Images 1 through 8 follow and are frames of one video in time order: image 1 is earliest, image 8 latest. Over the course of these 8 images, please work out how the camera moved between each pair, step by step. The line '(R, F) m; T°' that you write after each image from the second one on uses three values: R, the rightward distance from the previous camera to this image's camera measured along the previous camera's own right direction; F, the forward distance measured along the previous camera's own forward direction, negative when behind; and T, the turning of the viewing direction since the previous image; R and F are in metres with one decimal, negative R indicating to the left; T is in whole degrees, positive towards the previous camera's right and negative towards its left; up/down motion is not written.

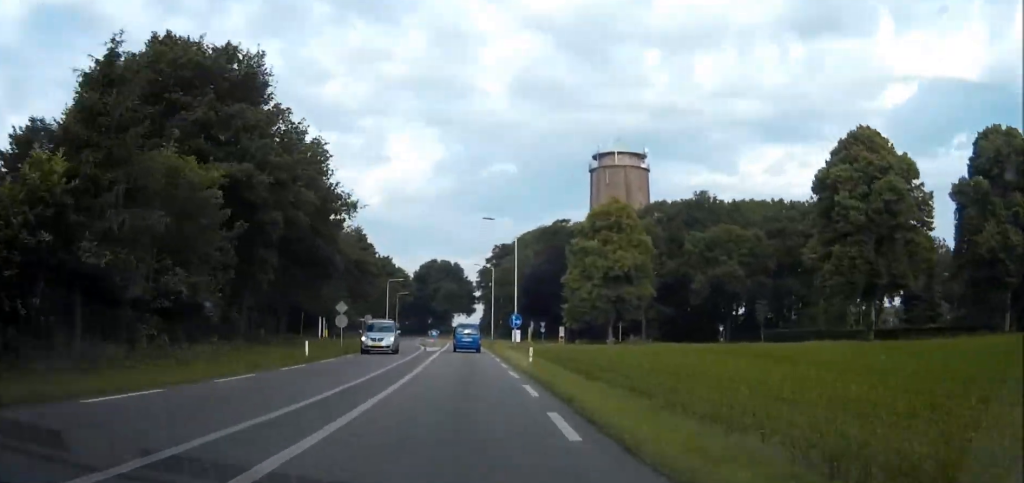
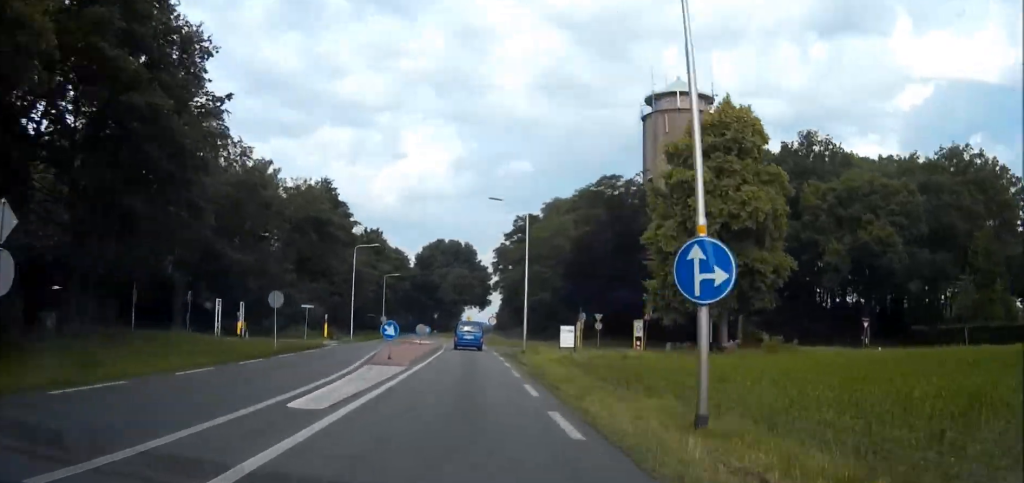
(-0.3, +36.6) m; -1°
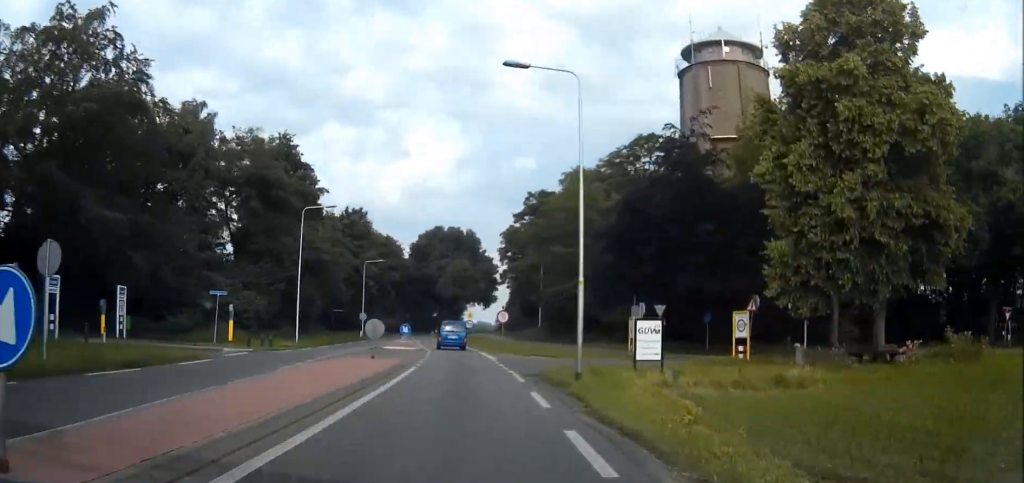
(+0.1, +20.8) m; -1°
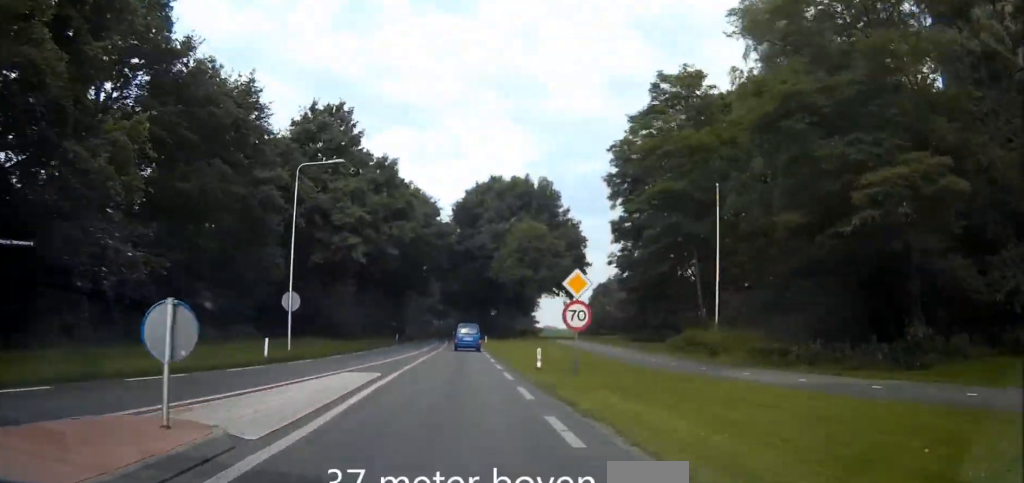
(-1.6, +50.2) m; -3°
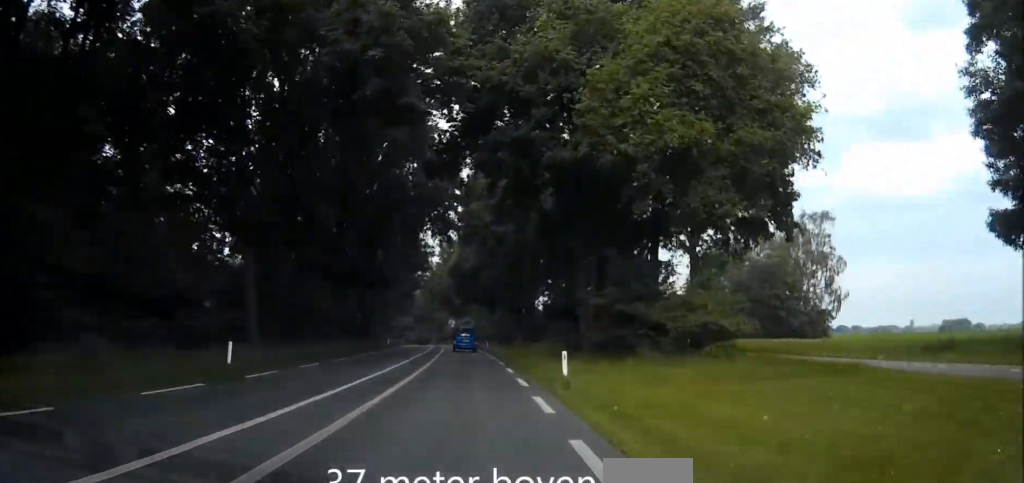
(-1.4, +57.7) m; -3°
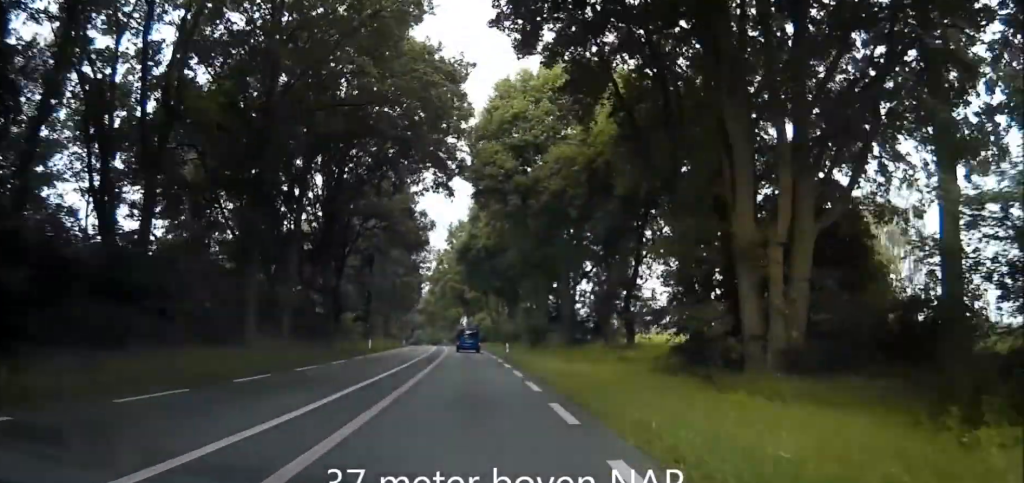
(-0.3, +19.9) m; -1°
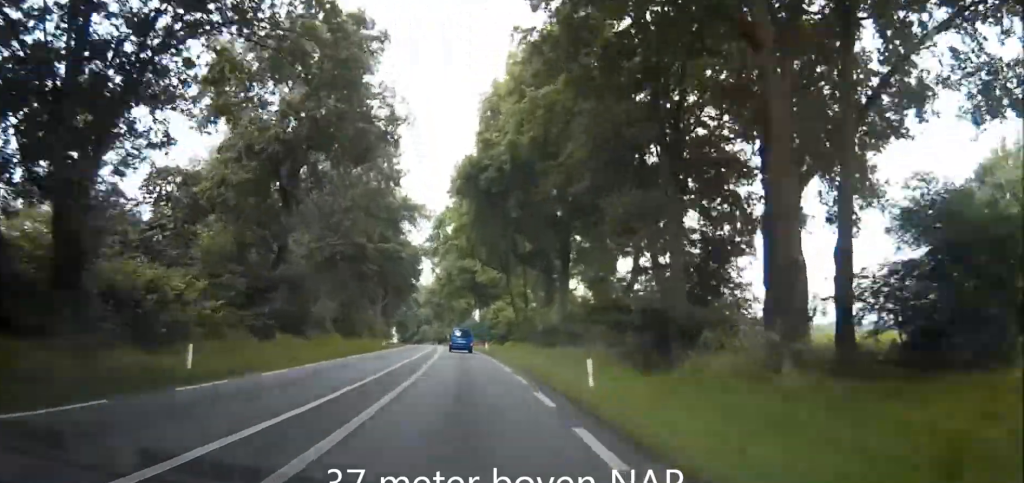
(-0.3, +33.7) m; -1°
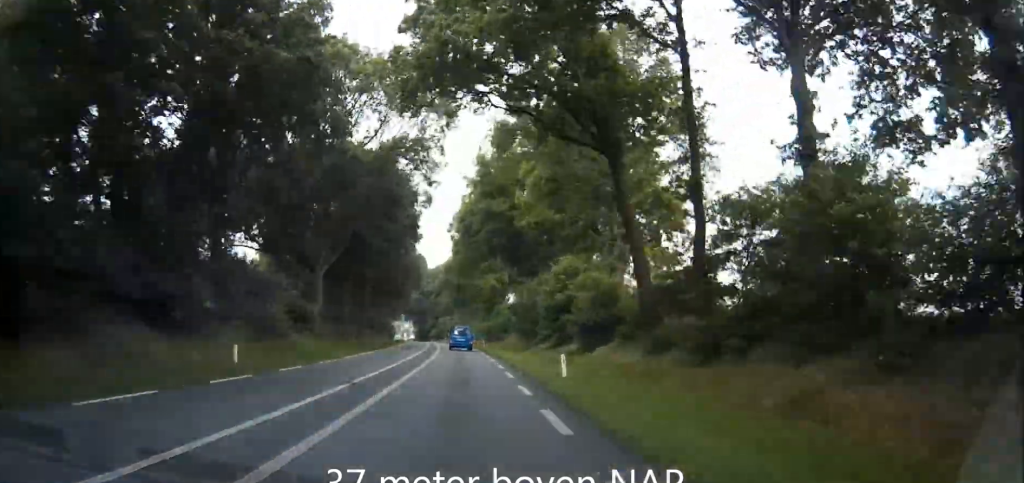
(-0.1, +45.3) m; -2°
